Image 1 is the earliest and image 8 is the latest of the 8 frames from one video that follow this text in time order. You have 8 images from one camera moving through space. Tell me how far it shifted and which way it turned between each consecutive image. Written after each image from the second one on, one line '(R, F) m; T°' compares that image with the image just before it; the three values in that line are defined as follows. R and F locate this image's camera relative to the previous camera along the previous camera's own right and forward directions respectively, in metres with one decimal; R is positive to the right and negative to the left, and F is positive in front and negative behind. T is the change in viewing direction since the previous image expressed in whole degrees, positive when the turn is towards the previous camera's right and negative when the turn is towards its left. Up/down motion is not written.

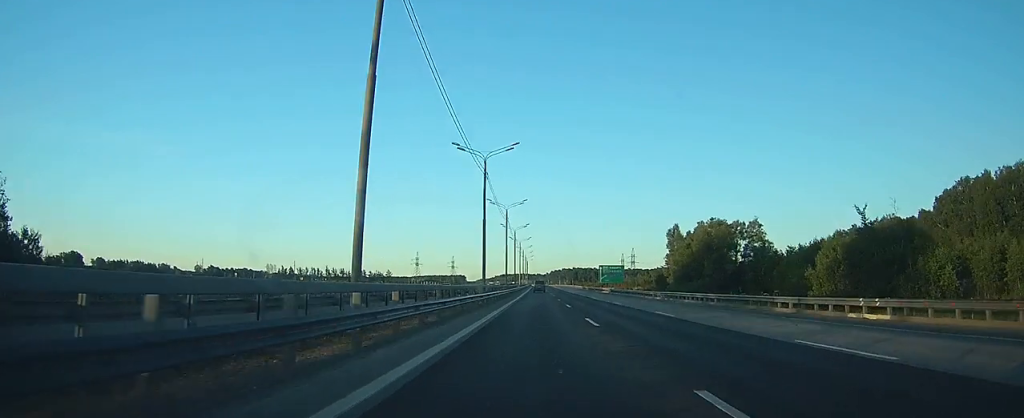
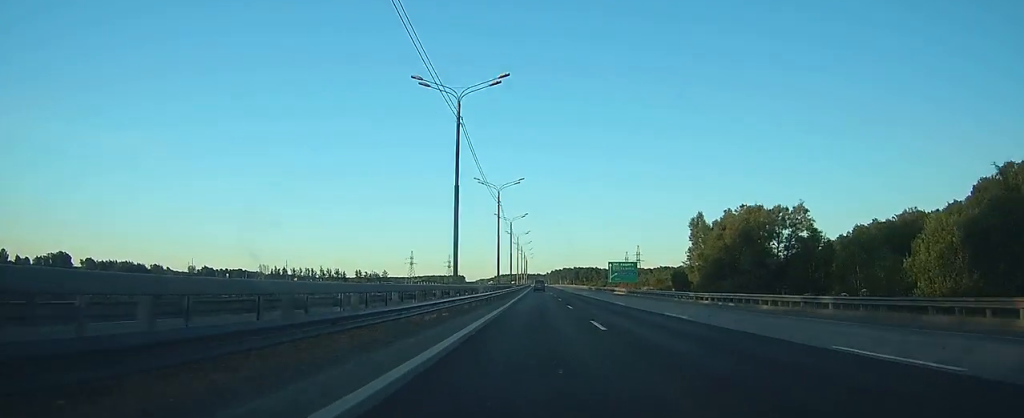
(0.0, +18.1) m; 0°
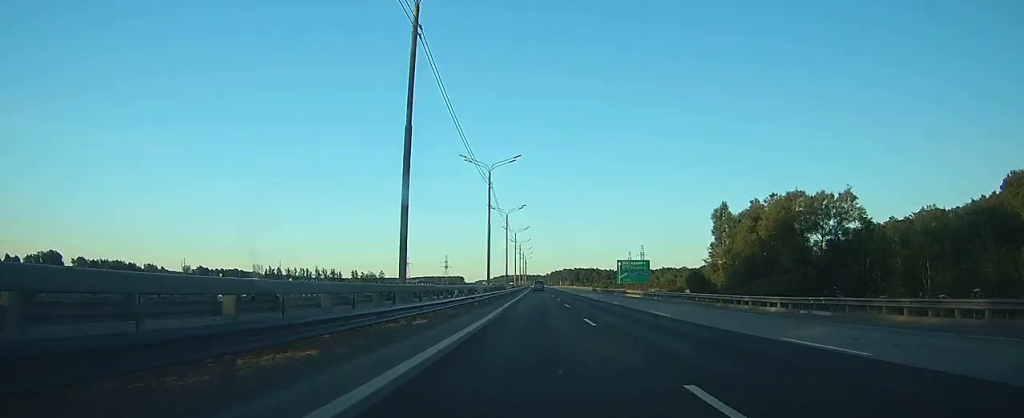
(0.0, +13.6) m; 0°
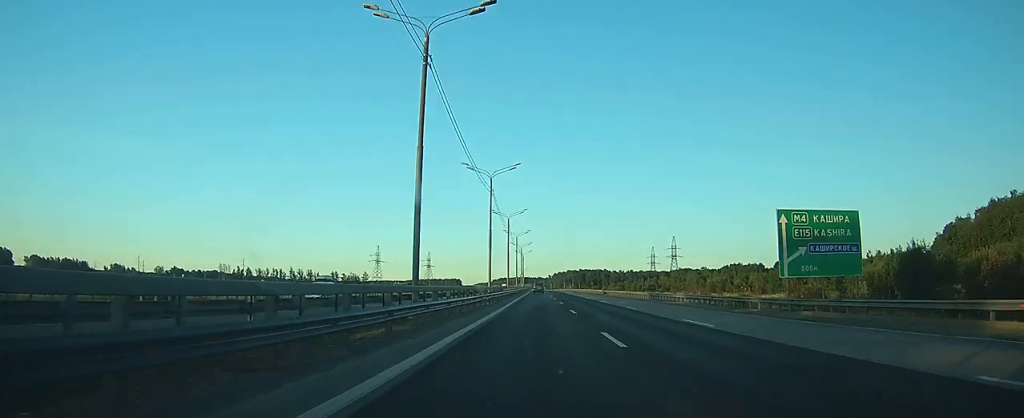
(0.0, +71.4) m; 0°
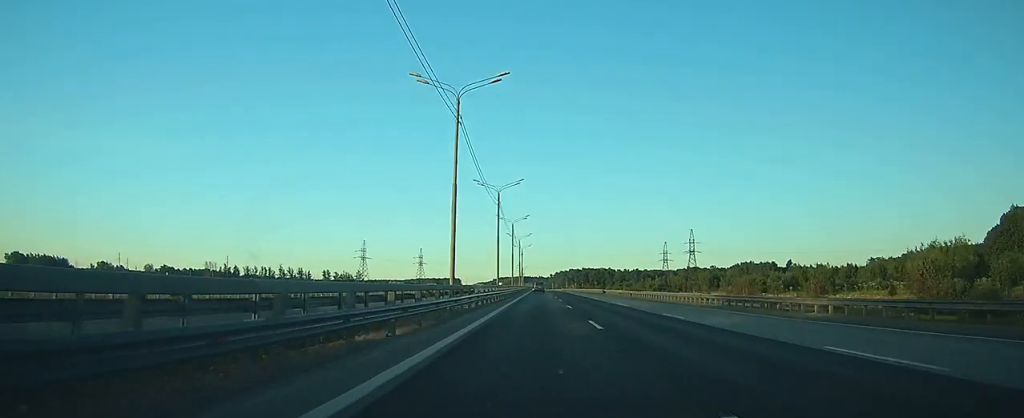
(0.0, +27.1) m; 0°
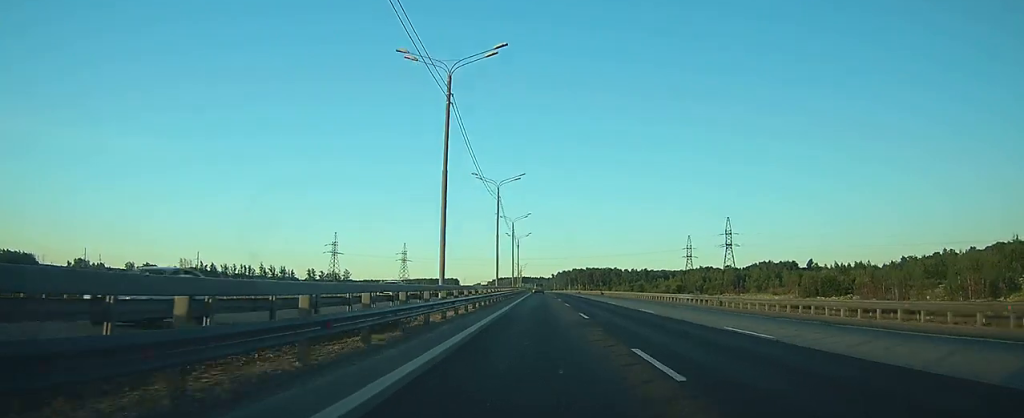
(-0.1, +41.6) m; 0°
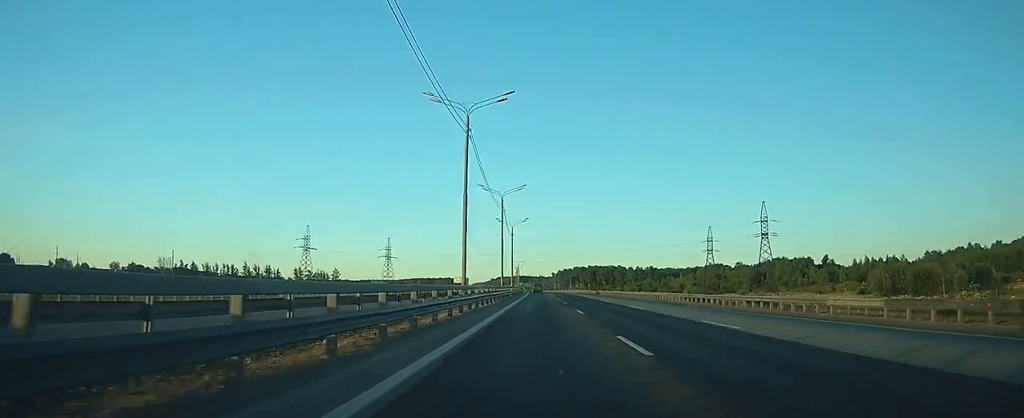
(0.0, +29.1) m; 0°
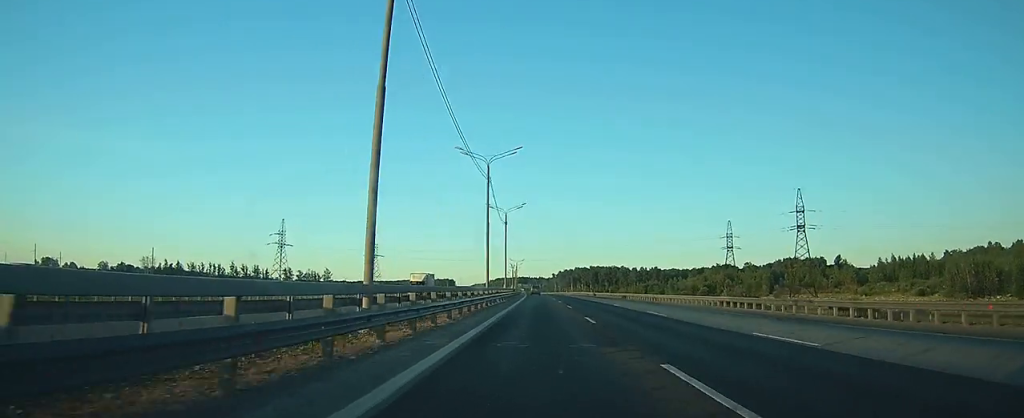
(0.0, +21.2) m; 0°
